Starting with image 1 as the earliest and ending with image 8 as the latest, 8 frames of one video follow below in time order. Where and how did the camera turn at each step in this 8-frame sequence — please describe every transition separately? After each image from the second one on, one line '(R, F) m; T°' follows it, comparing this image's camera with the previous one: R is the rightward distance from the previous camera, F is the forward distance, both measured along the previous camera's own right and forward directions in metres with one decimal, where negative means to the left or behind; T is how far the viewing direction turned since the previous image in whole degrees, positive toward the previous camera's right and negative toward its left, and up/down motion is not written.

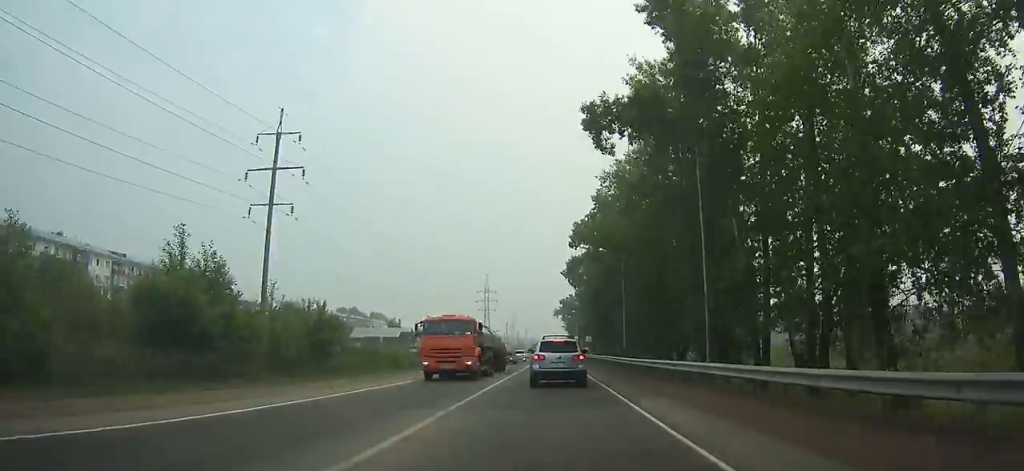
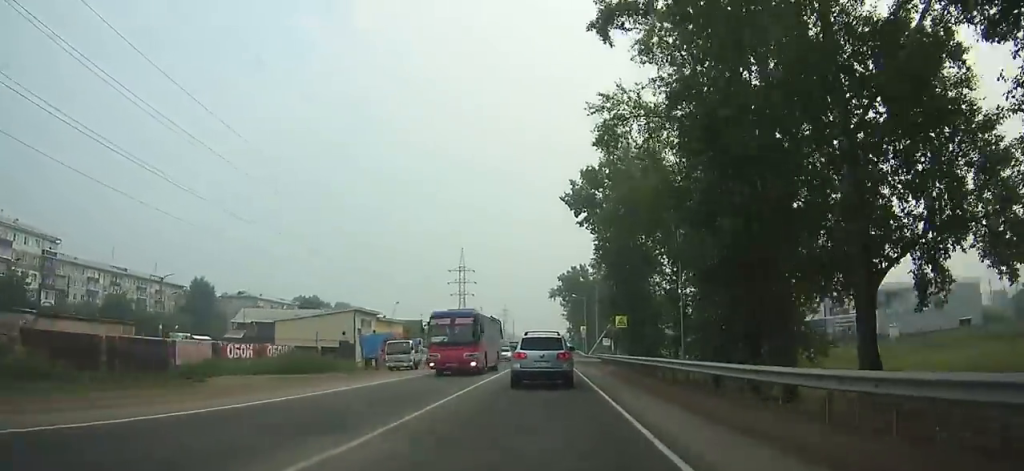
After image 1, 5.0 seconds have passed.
(0.0, +56.8) m; 0°
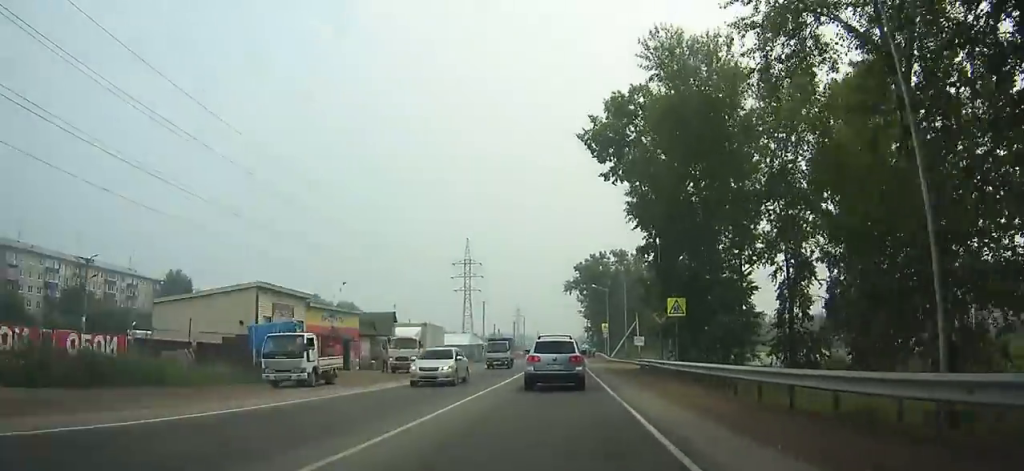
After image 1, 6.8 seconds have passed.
(0.0, +18.1) m; 0°
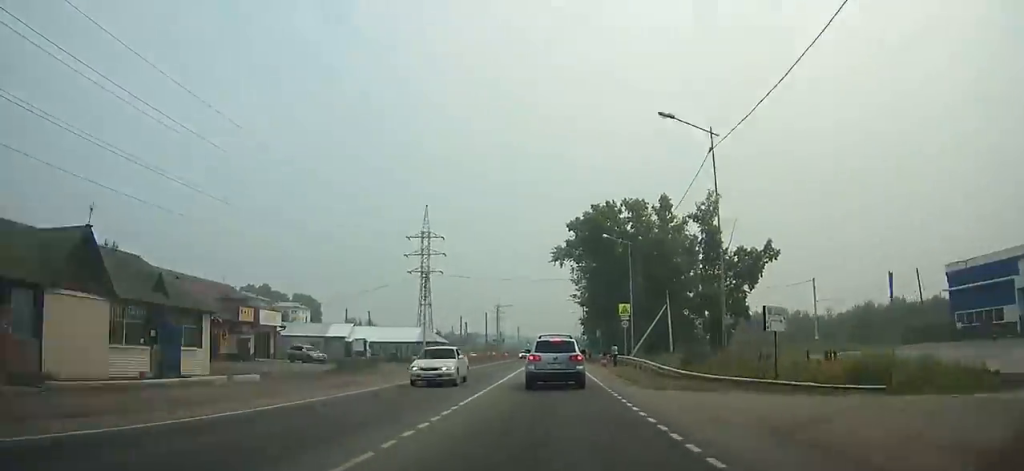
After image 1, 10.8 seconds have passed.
(0.0, +37.5) m; +1°
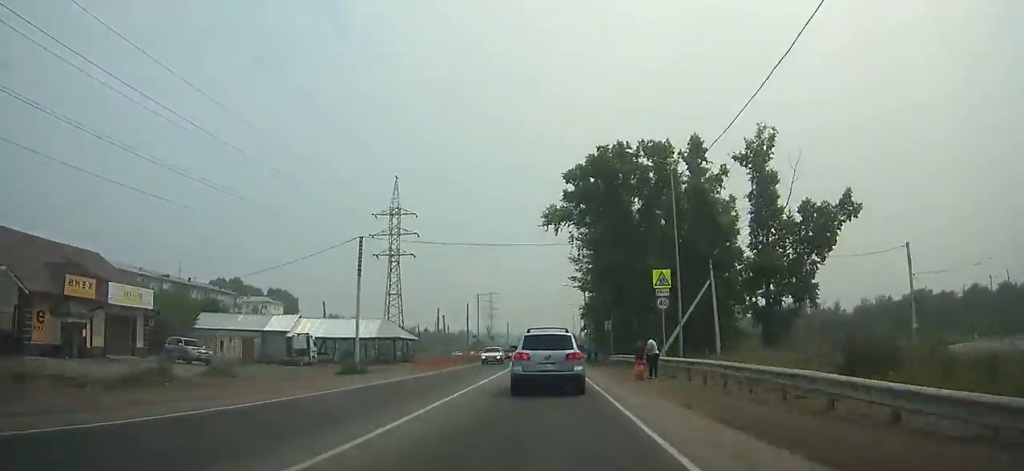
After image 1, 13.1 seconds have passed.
(+0.1, +18.7) m; 0°
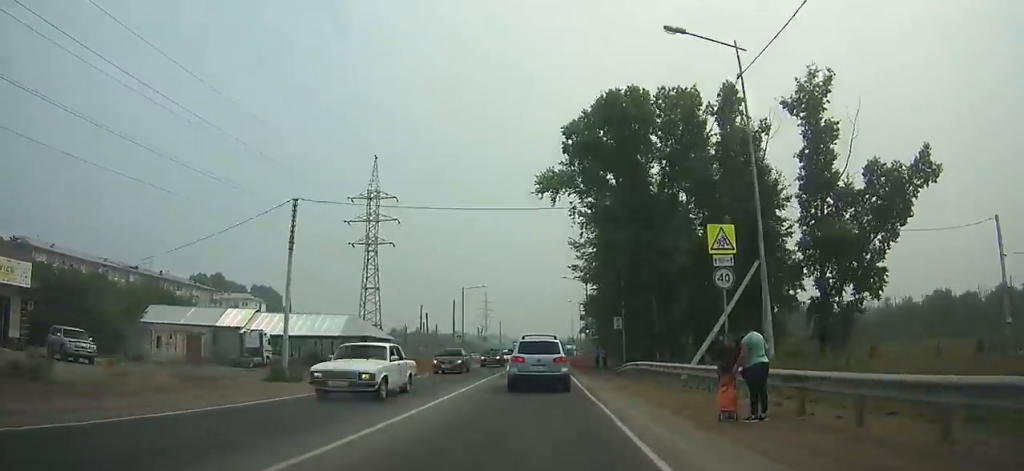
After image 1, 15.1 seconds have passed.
(0.0, +15.0) m; 0°
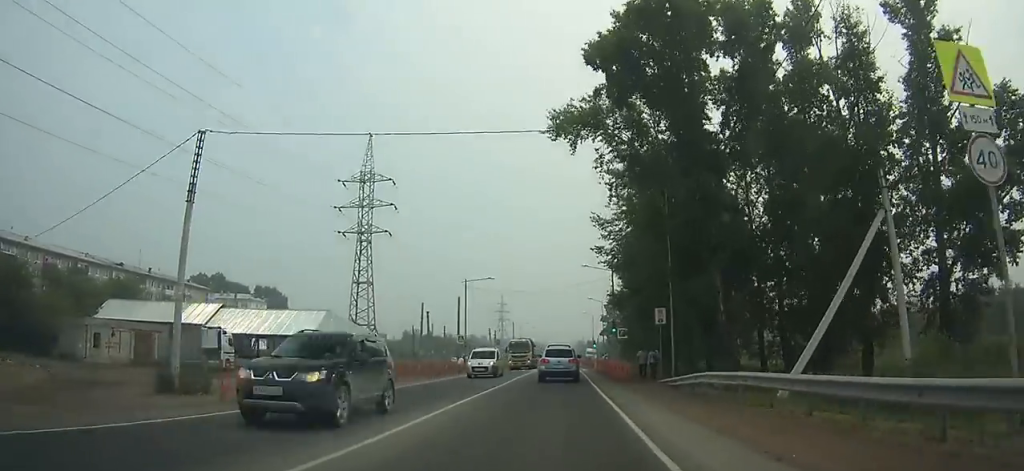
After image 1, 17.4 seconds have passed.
(-0.2, +15.8) m; 0°
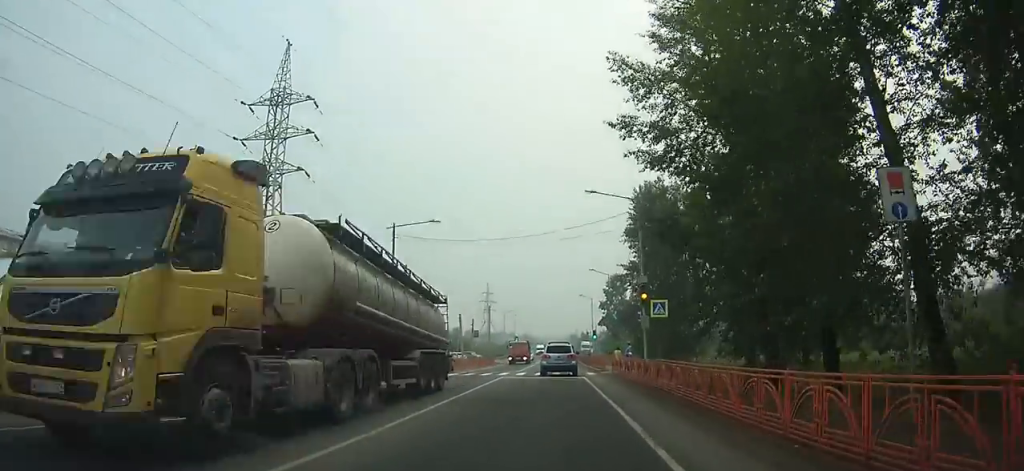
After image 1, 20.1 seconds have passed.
(+0.1, +15.8) m; +1°
